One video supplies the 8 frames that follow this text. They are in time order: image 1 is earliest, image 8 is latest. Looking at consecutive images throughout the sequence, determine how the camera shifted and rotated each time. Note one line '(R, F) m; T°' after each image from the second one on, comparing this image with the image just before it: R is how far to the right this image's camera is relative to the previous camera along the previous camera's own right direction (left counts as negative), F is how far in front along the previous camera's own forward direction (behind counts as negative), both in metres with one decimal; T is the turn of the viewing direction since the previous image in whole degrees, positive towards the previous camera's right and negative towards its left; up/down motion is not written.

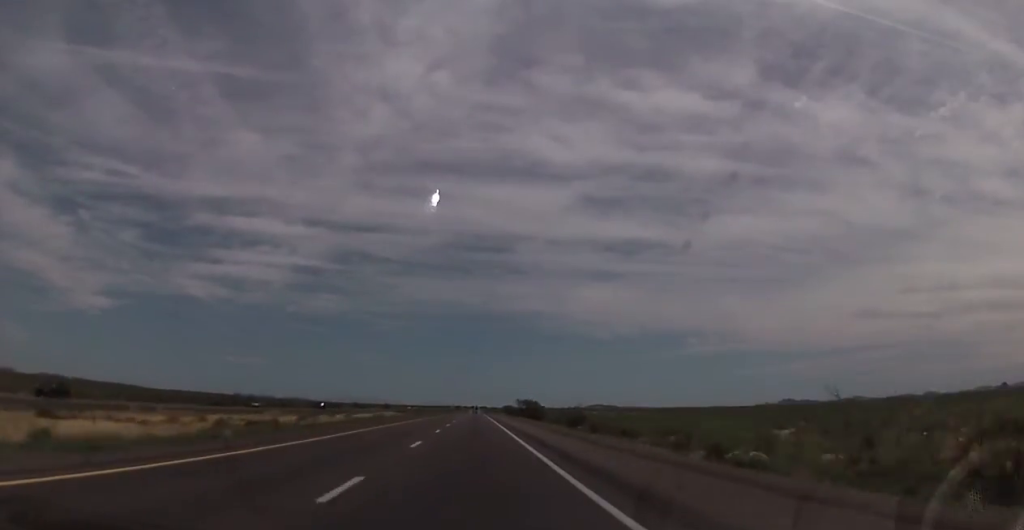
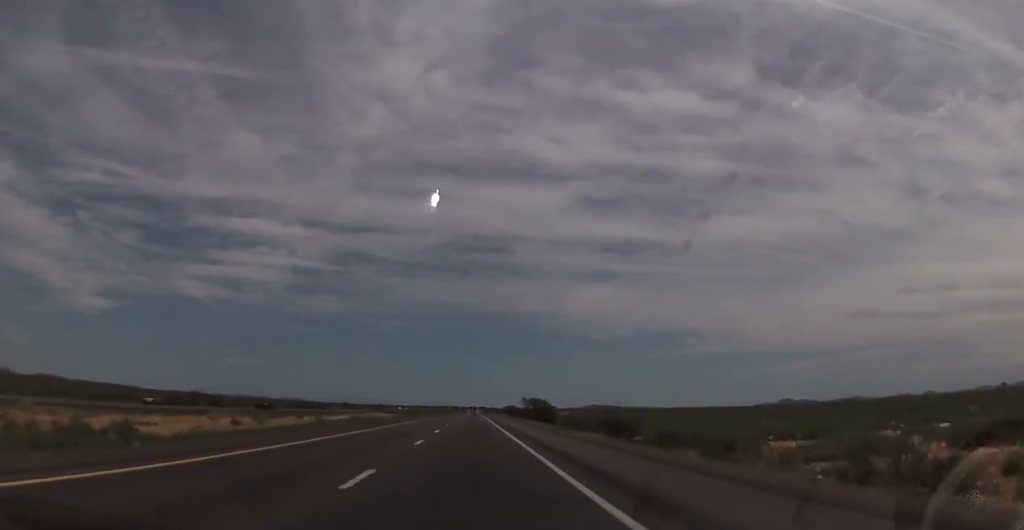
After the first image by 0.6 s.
(+0.1, +22.8) m; 0°
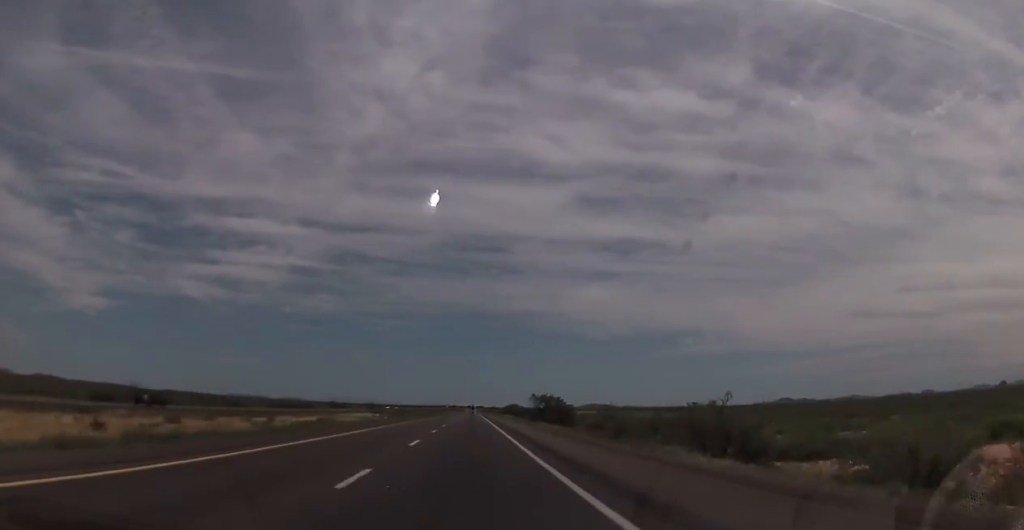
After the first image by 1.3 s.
(+0.2, +24.0) m; +1°
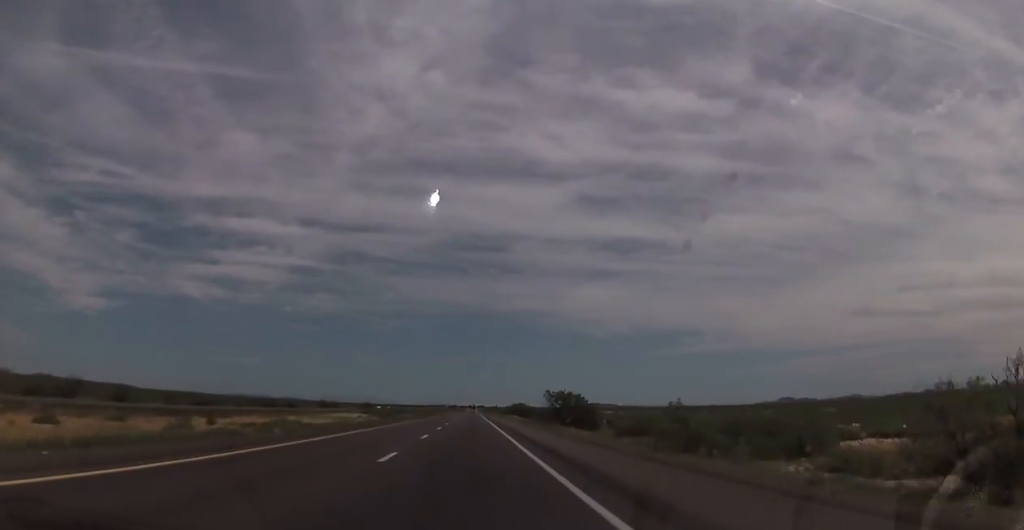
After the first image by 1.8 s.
(0.0, +19.2) m; 0°
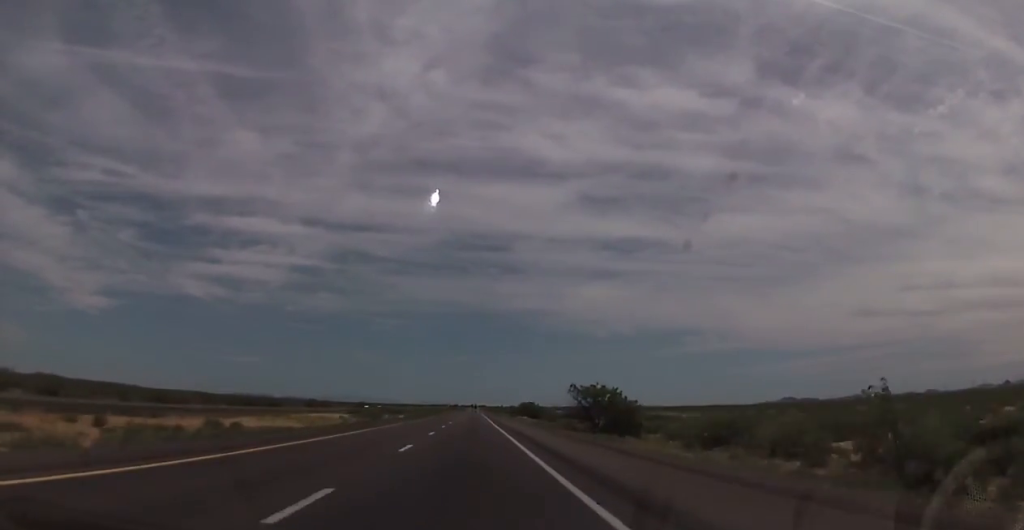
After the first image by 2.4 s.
(0.0, +20.5) m; 0°
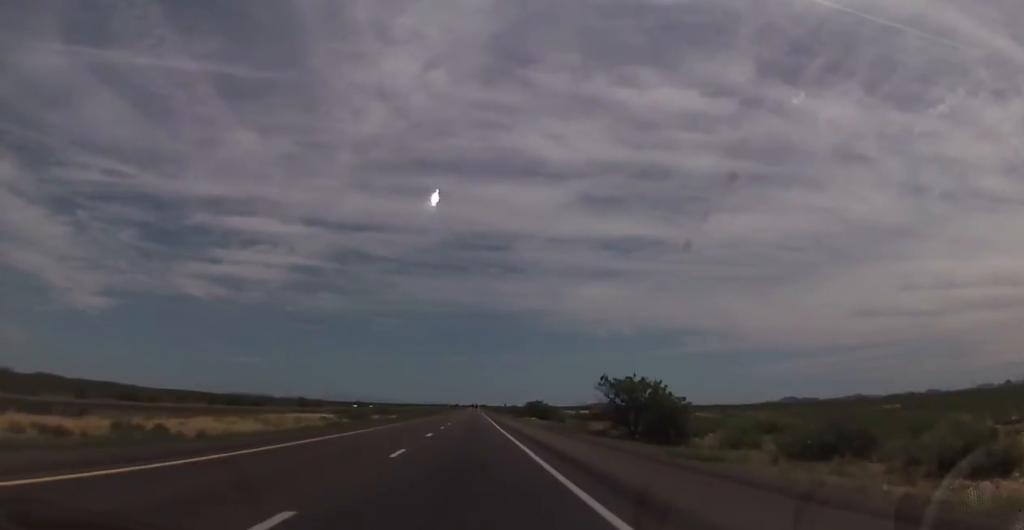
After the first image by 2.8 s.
(-0.2, +14.5) m; 0°
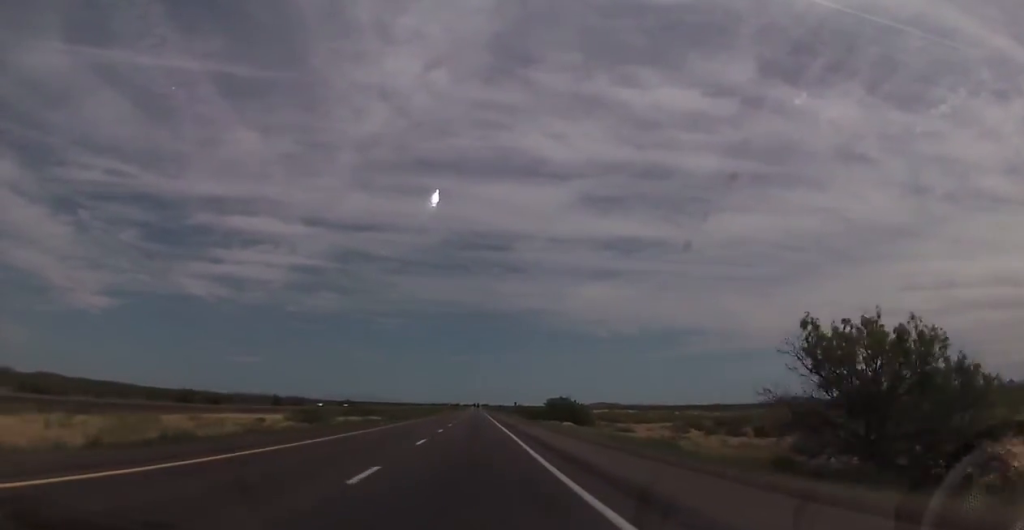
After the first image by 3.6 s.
(-0.1, +30.1) m; 0°
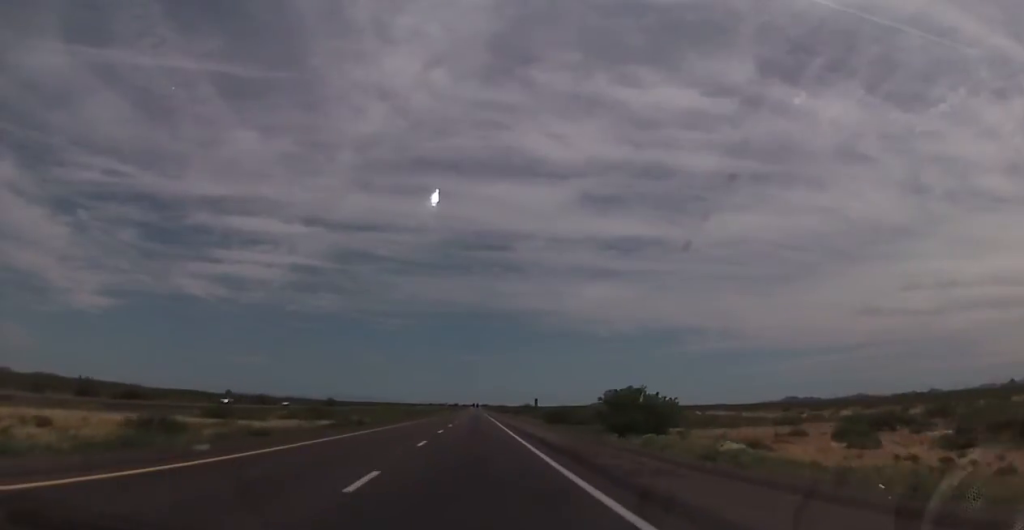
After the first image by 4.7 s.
(+0.3, +37.4) m; +1°
